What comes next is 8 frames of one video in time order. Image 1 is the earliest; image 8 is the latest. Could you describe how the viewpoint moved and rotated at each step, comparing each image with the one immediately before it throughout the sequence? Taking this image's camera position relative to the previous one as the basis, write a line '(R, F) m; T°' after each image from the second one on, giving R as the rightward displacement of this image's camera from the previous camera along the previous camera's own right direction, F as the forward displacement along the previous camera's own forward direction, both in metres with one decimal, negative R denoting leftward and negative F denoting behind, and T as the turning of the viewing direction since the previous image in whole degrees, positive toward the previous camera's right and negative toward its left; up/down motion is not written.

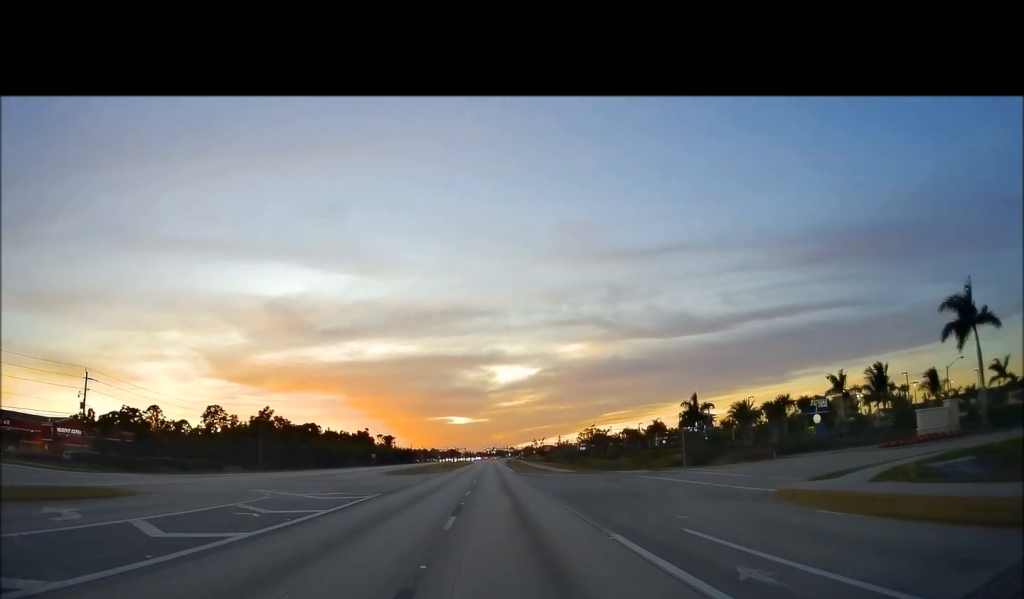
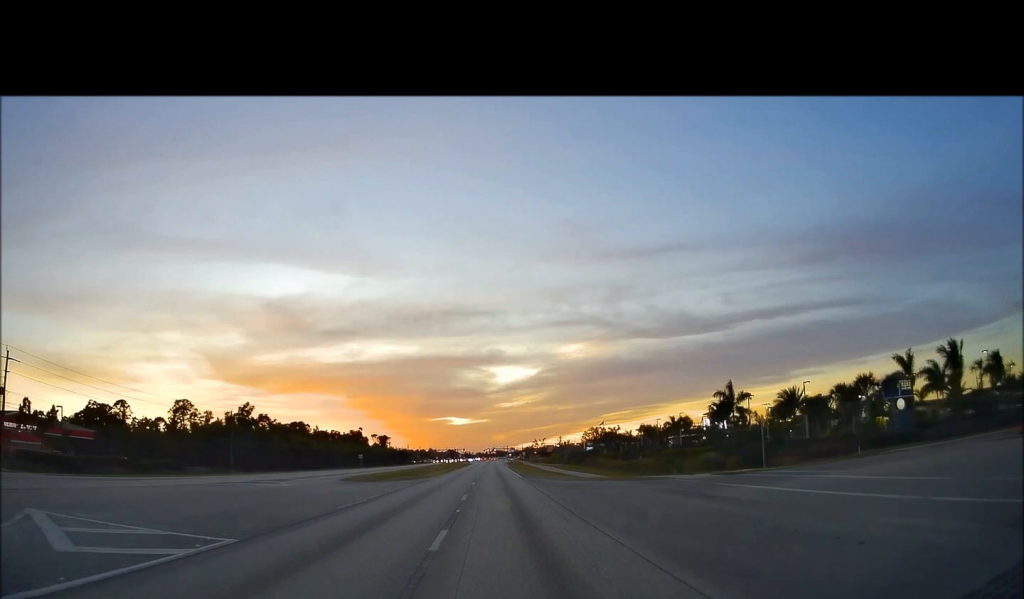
(-0.4, +14.9) m; 0°
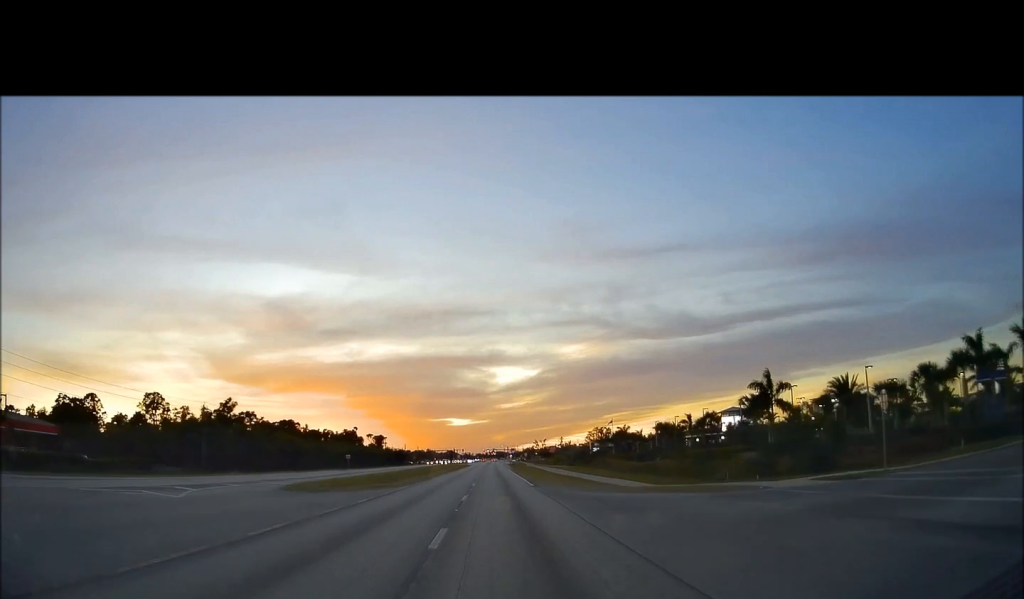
(0.0, +11.9) m; 0°
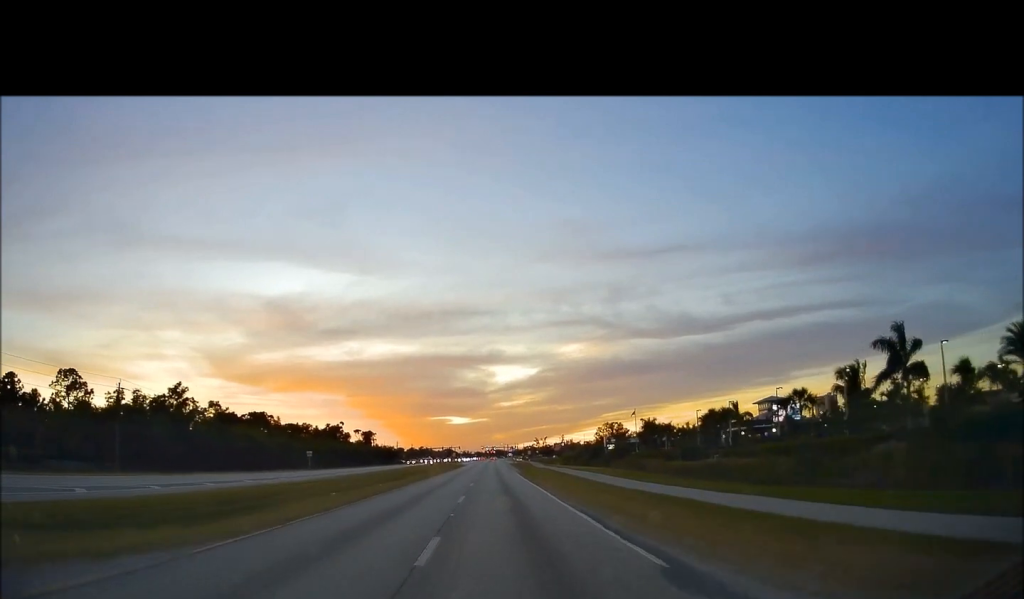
(+0.2, +26.0) m; 0°
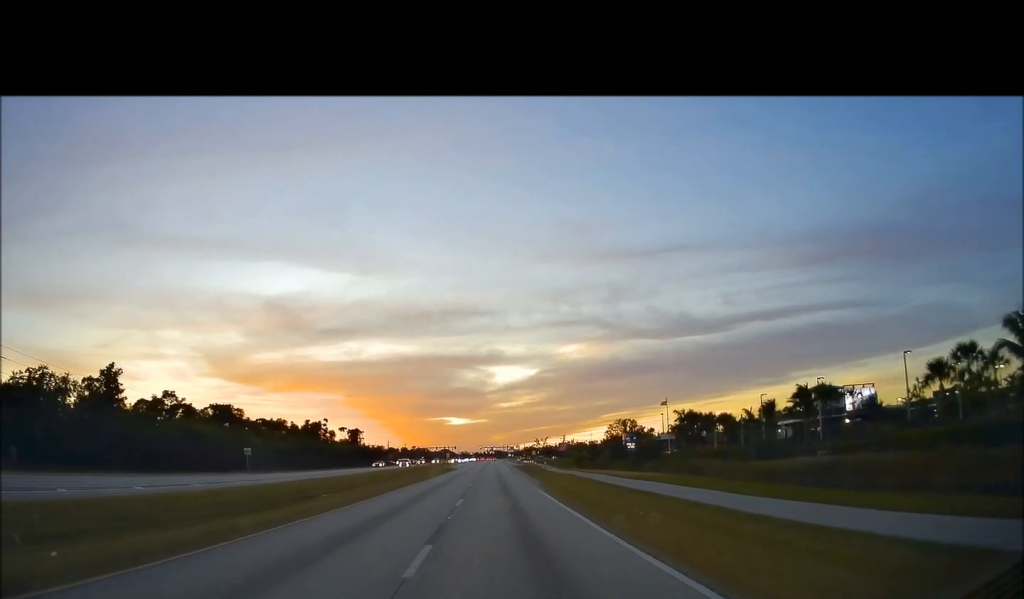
(0.0, +25.0) m; +1°
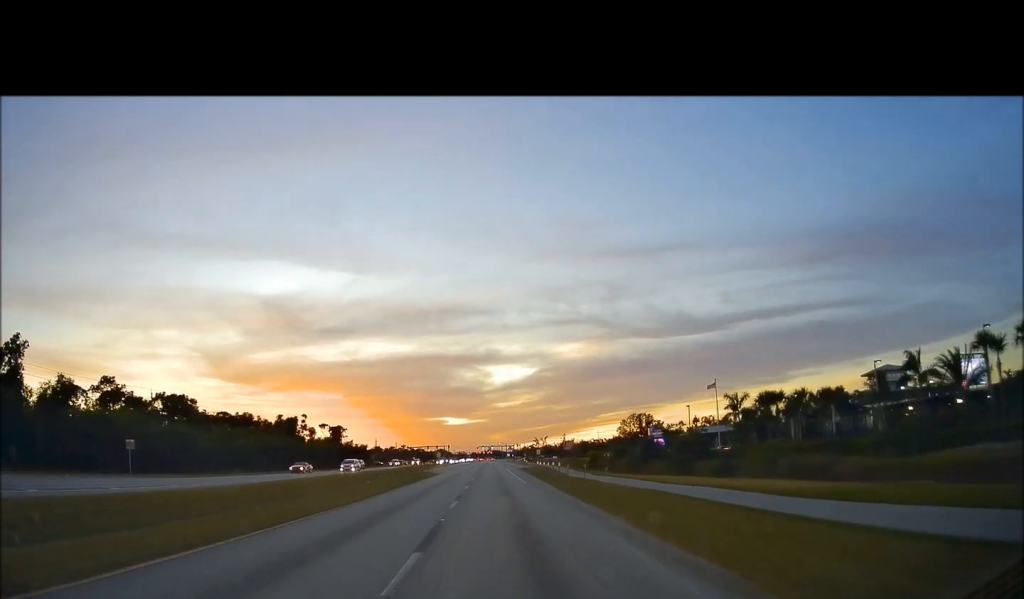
(+0.3, +25.2) m; +1°
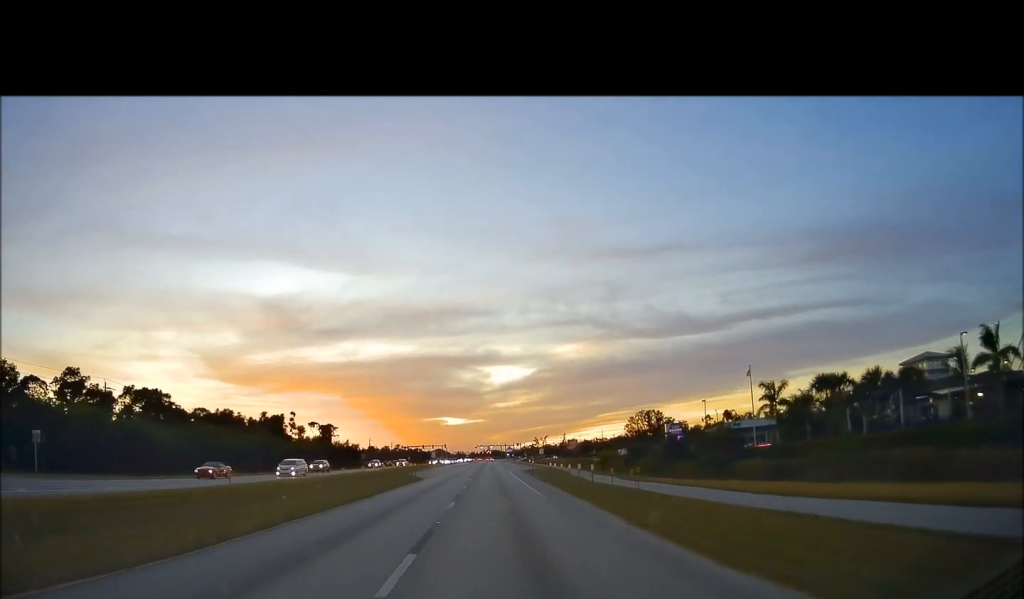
(0.0, +12.2) m; 0°
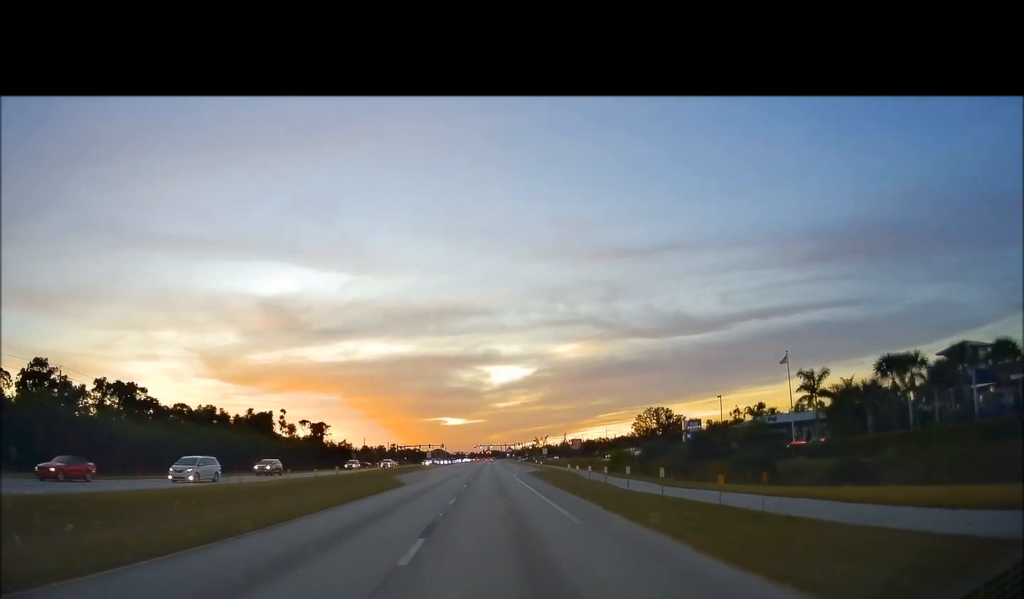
(0.0, +10.1) m; 0°
